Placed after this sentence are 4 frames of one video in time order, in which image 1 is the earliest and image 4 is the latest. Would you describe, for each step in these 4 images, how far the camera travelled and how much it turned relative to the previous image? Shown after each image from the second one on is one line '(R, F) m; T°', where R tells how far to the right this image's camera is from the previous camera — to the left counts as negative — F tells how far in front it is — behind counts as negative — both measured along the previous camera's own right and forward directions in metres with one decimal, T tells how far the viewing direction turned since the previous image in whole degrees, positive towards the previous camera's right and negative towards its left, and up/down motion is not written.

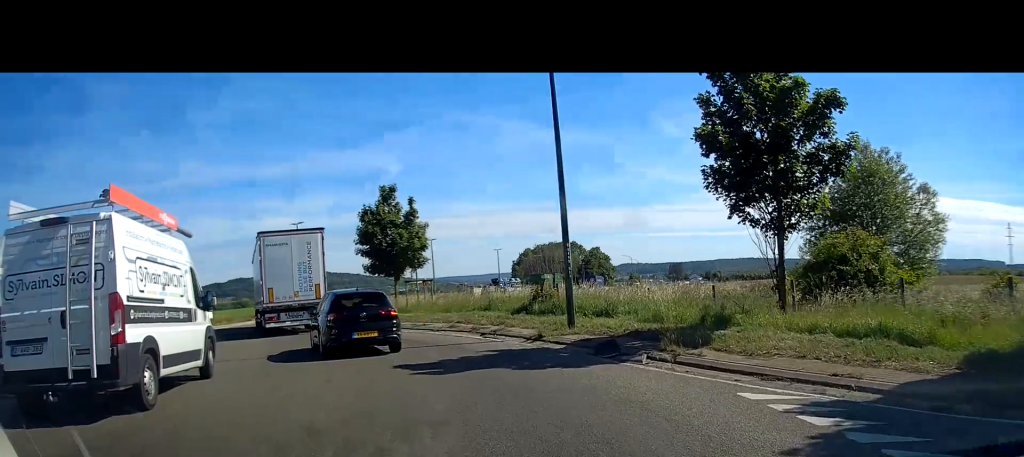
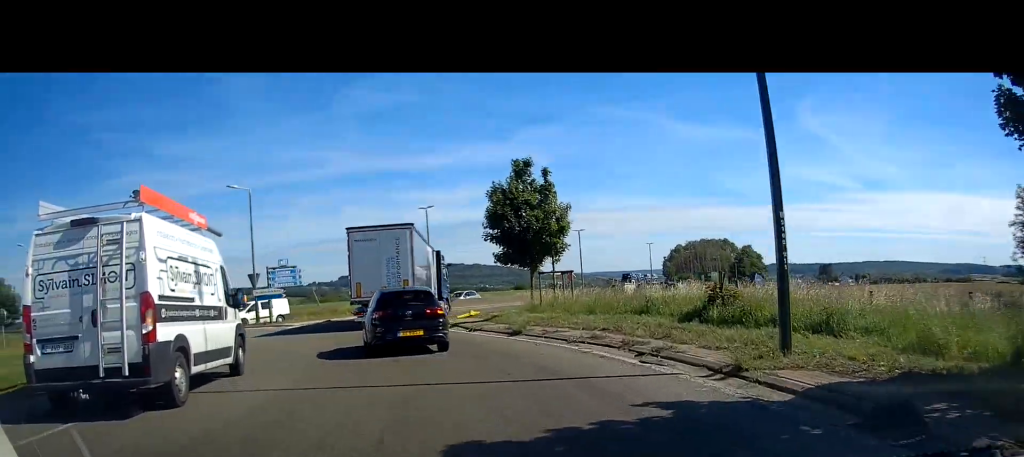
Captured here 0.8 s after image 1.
(-0.7, +6.5) m; -11°
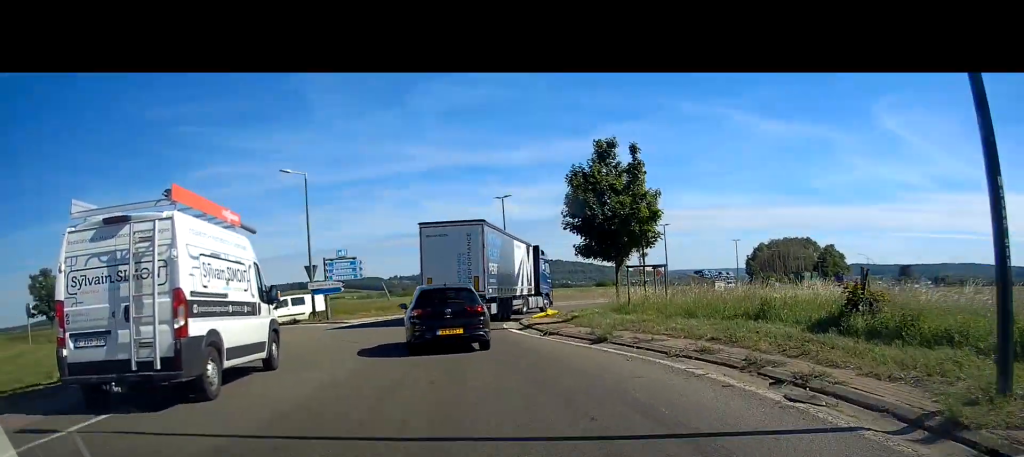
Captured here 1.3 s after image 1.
(-0.3, +3.6) m; -6°
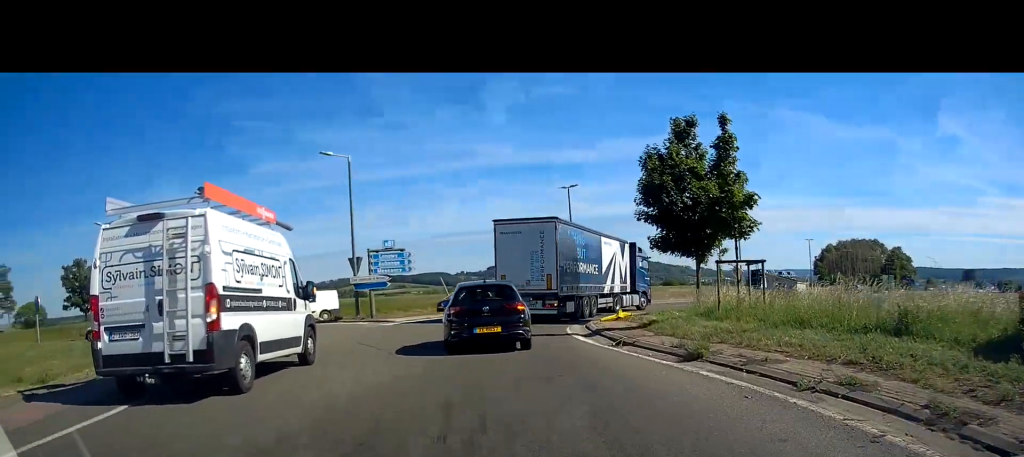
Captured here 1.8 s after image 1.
(-0.2, +3.6) m; -5°
